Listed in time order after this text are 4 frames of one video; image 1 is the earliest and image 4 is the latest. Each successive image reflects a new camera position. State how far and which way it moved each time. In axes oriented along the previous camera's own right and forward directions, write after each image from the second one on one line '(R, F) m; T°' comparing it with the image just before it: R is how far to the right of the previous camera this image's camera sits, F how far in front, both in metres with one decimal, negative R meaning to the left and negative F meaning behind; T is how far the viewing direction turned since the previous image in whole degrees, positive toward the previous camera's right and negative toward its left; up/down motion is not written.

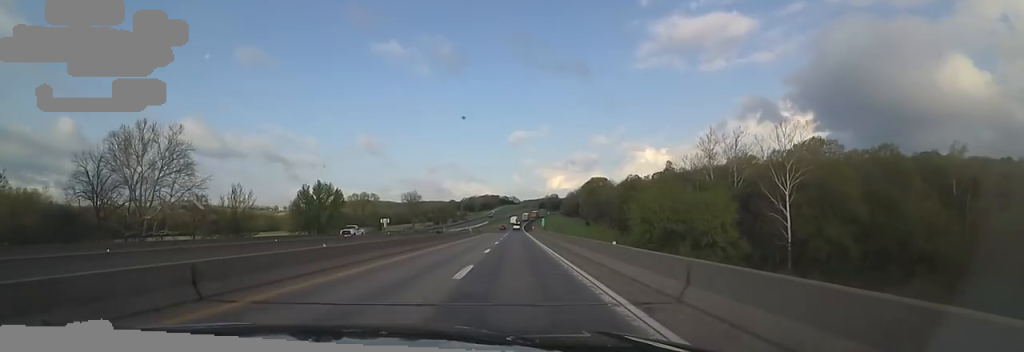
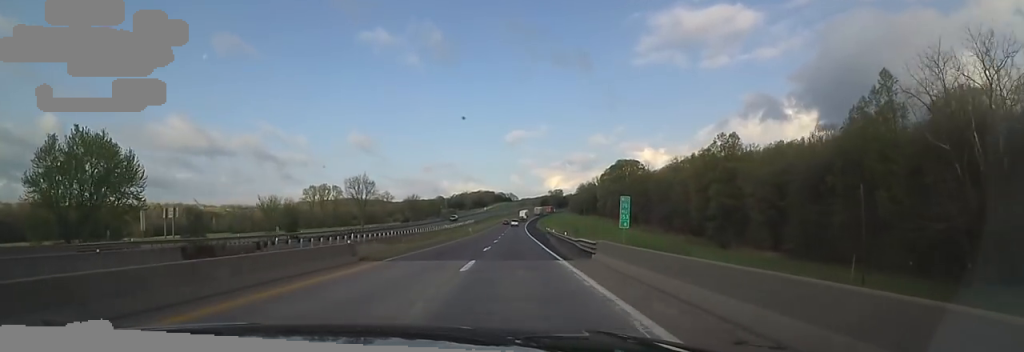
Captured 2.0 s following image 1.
(+2.9, +71.4) m; 0°
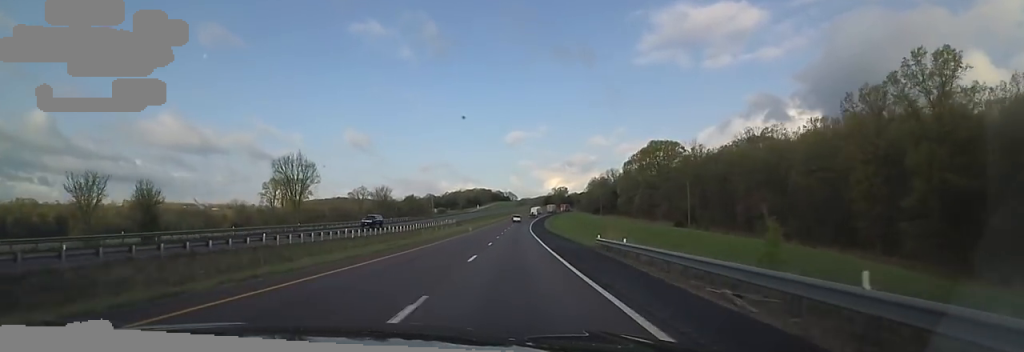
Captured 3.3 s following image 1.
(-1.2, +46.3) m; +1°
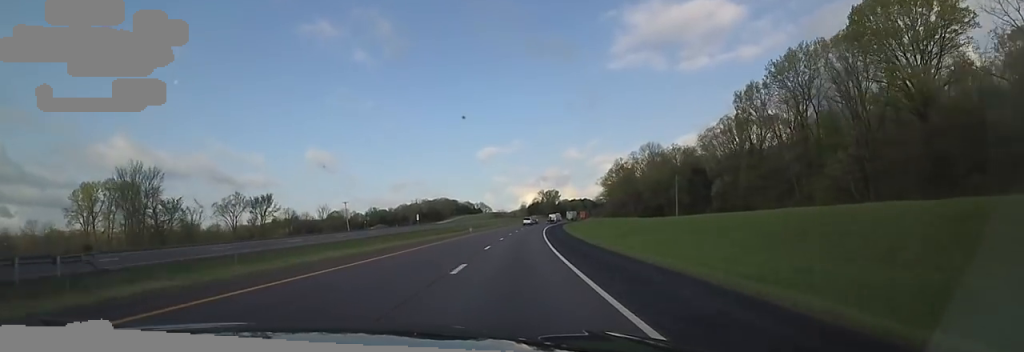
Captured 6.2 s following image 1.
(+3.8, +102.8) m; +5°
